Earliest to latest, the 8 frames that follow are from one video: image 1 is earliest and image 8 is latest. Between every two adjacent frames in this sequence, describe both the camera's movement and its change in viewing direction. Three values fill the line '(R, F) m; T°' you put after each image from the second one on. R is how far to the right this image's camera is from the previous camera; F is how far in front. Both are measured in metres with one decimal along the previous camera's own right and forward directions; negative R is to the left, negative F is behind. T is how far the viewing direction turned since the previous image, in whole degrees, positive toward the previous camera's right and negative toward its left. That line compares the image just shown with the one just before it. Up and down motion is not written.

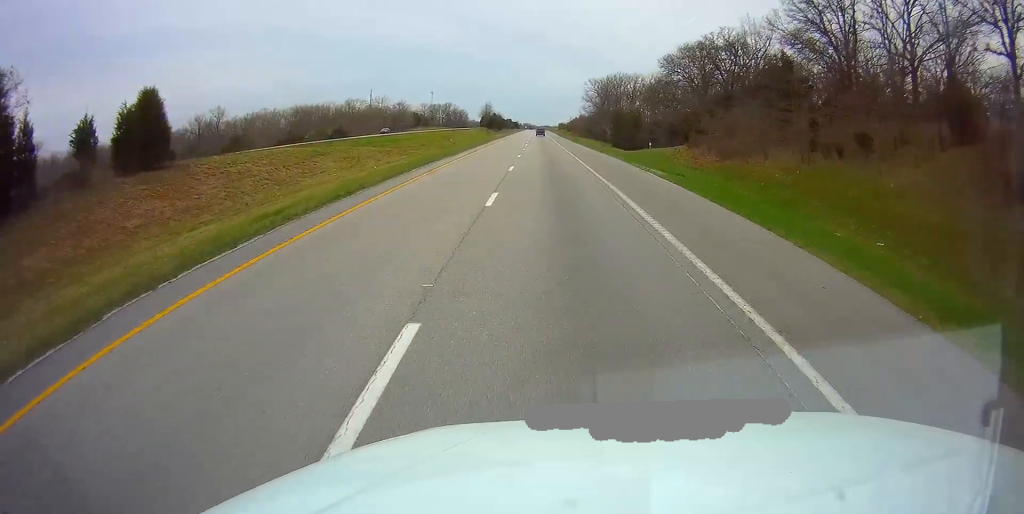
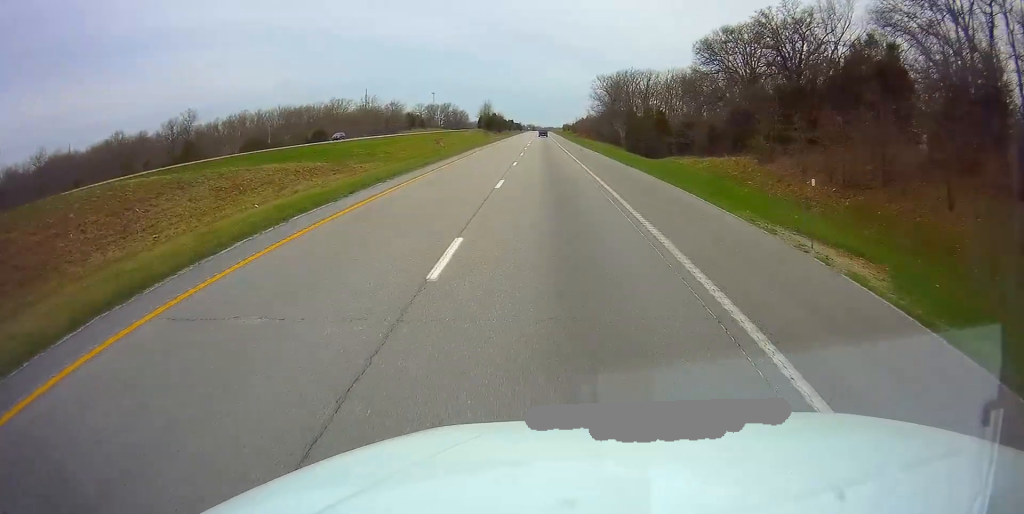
(0.0, +19.8) m; 0°
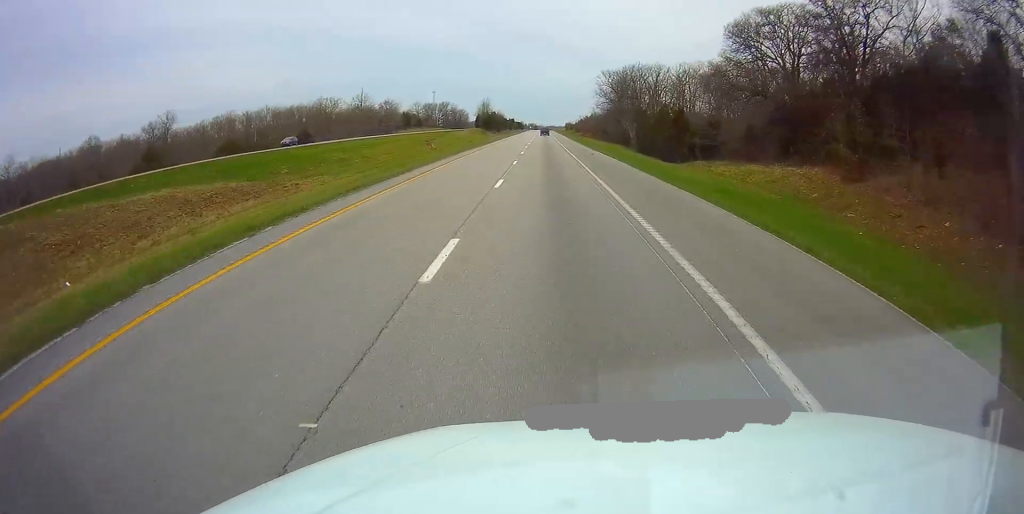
(0.0, +12.4) m; 0°
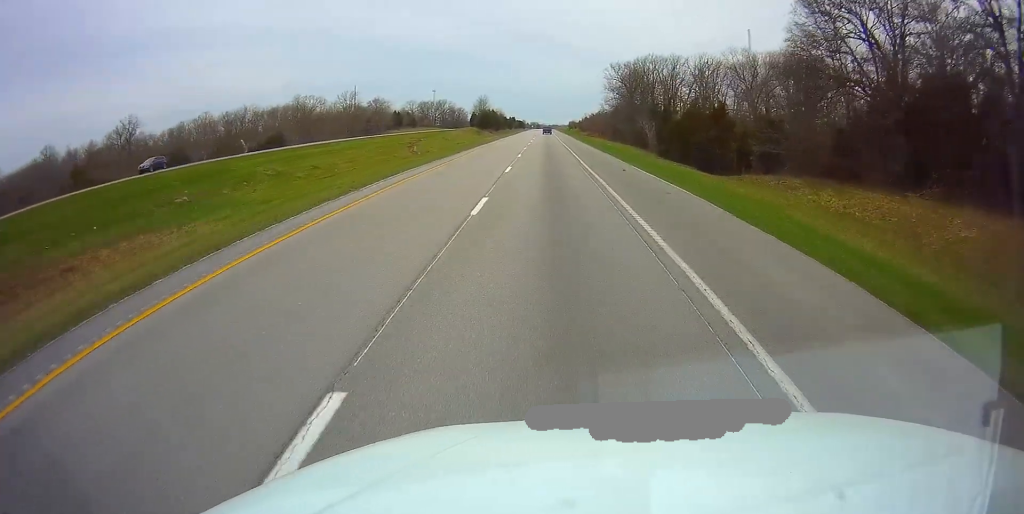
(0.0, +18.7) m; 0°
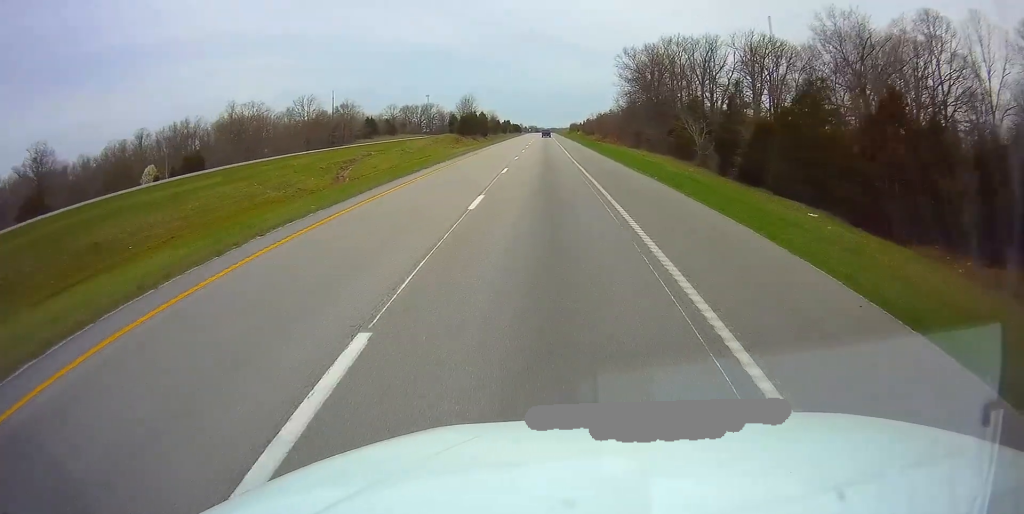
(-0.3, +35.1) m; 0°
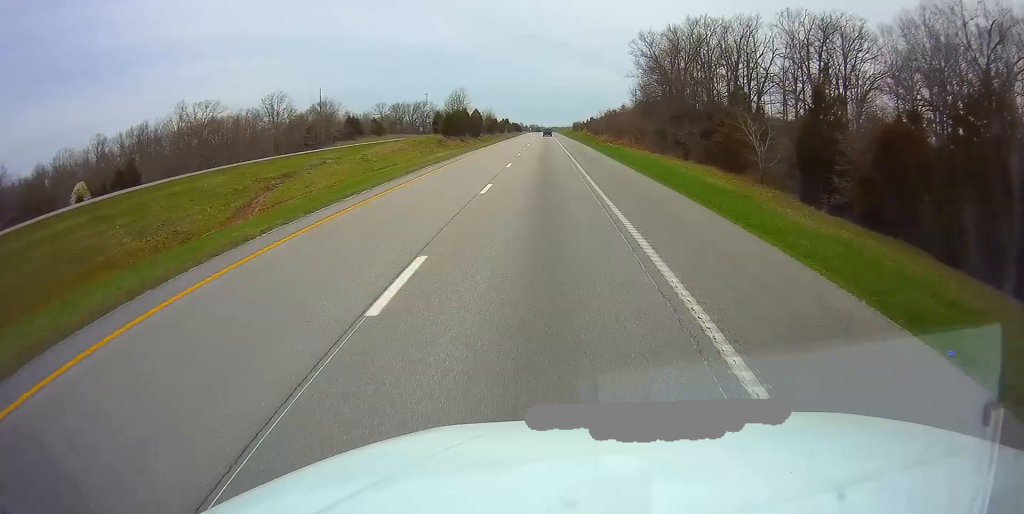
(+0.2, +20.7) m; 0°
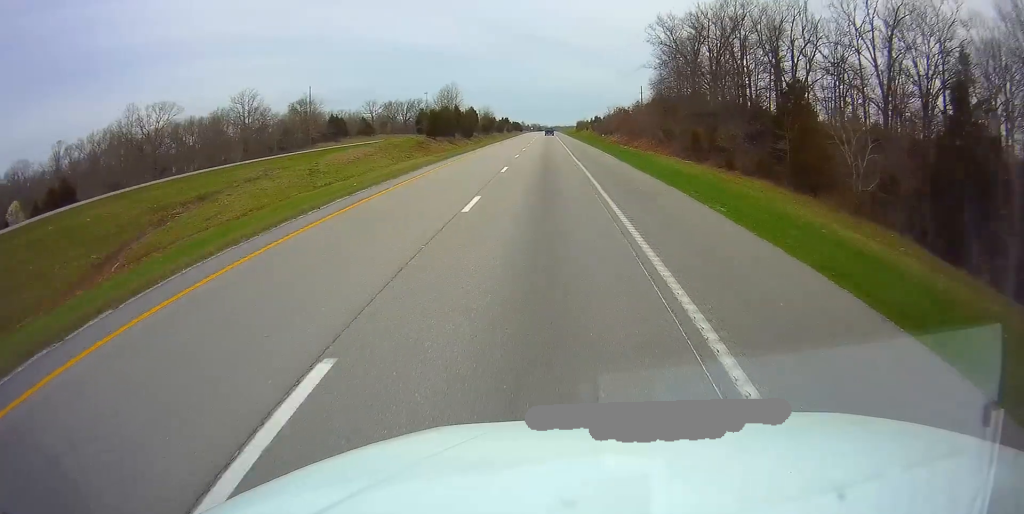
(0.0, +16.6) m; 0°
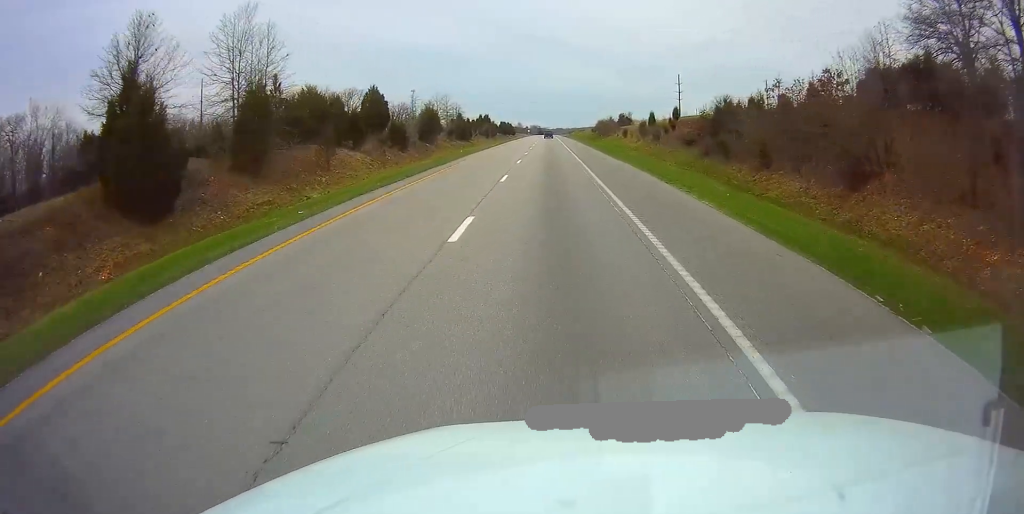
(-0.2, +101.5) m; -1°
